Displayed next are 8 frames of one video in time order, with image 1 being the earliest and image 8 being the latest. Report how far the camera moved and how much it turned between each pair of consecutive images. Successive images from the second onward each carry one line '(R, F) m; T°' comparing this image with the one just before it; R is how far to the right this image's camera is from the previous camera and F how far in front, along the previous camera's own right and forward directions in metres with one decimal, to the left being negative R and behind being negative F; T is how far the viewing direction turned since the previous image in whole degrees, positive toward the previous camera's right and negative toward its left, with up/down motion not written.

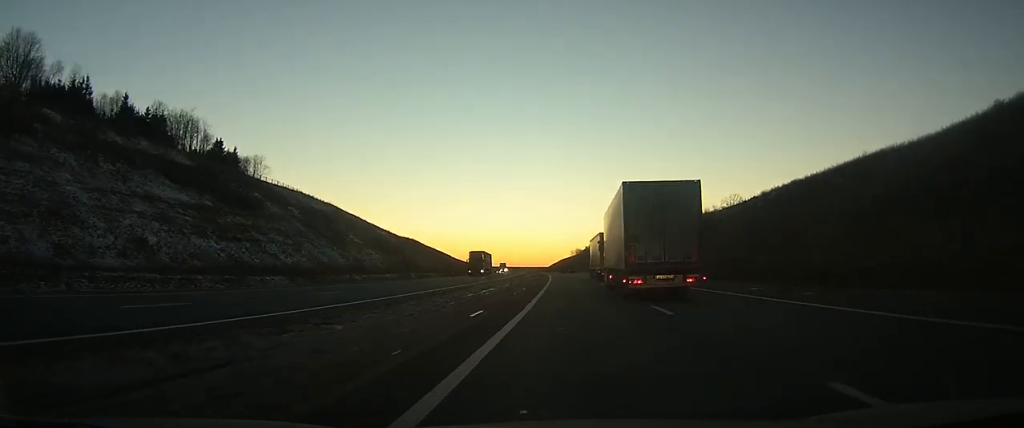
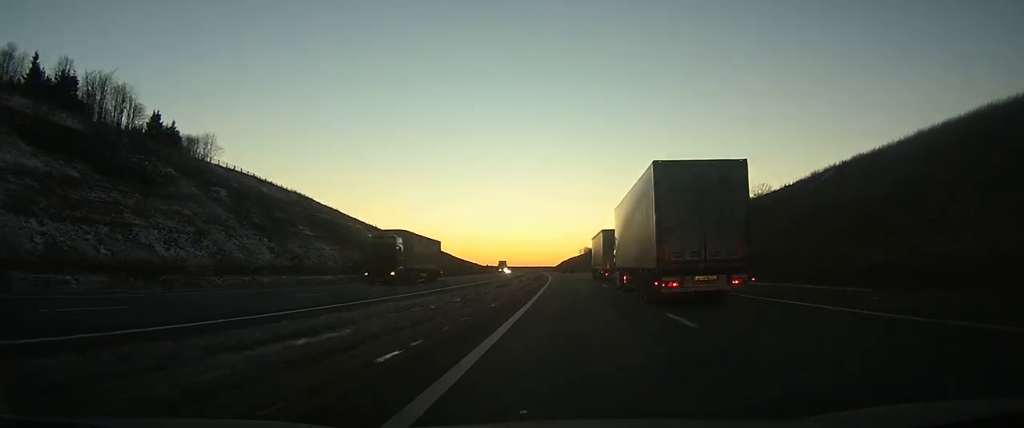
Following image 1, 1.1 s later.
(-0.1, +25.5) m; -1°
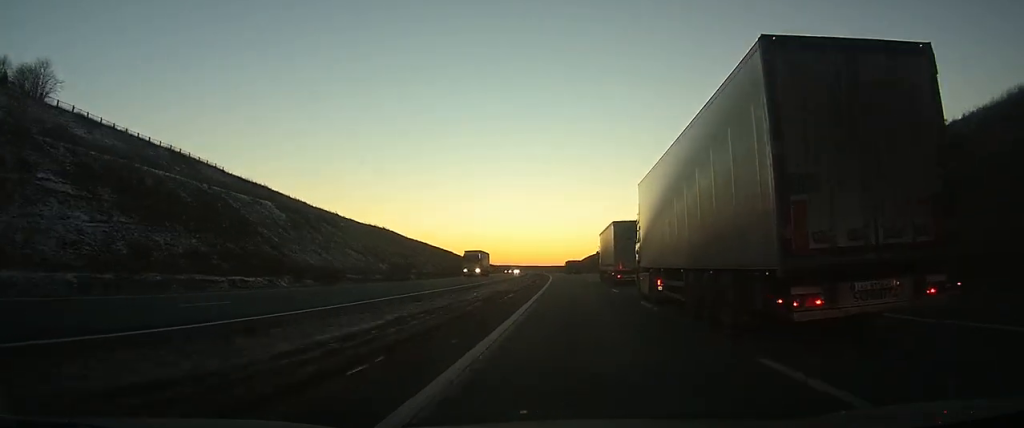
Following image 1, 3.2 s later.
(-0.7, +51.4) m; -2°
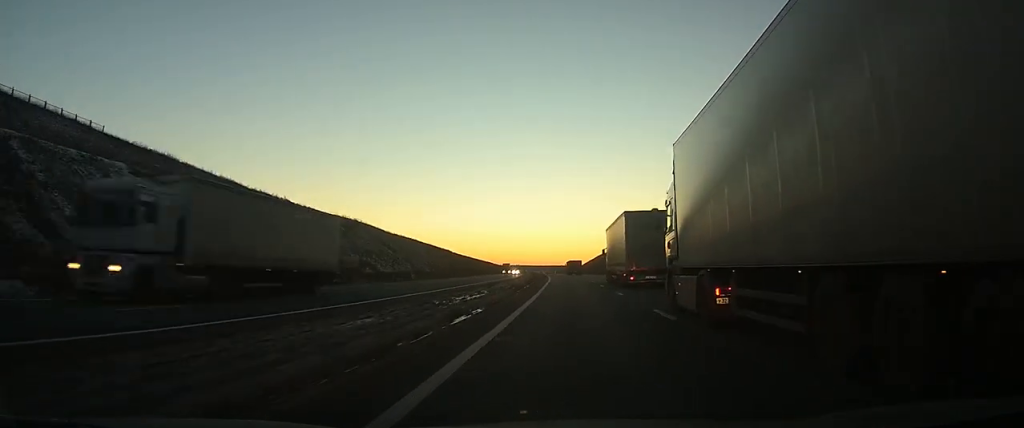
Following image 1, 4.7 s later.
(-0.5, +36.3) m; -1°
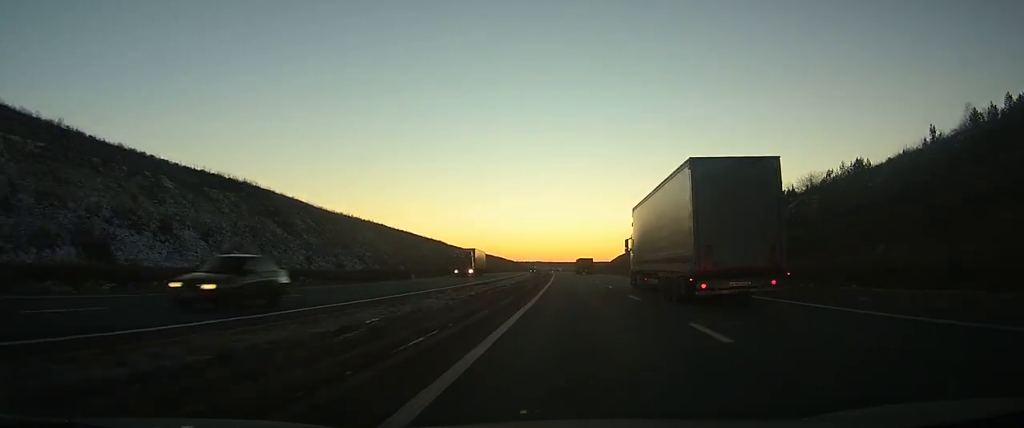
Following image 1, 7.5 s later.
(-1.2, +75.4) m; -2°
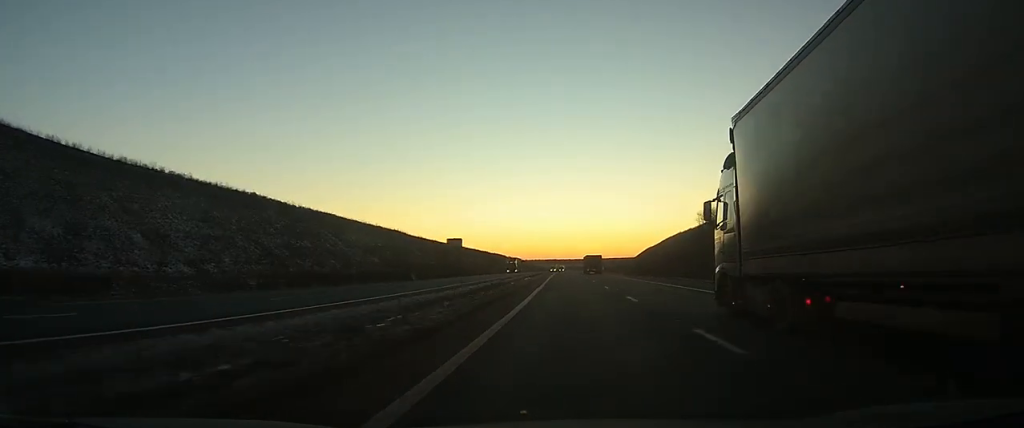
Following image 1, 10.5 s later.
(-1.4, +86.4) m; -1°
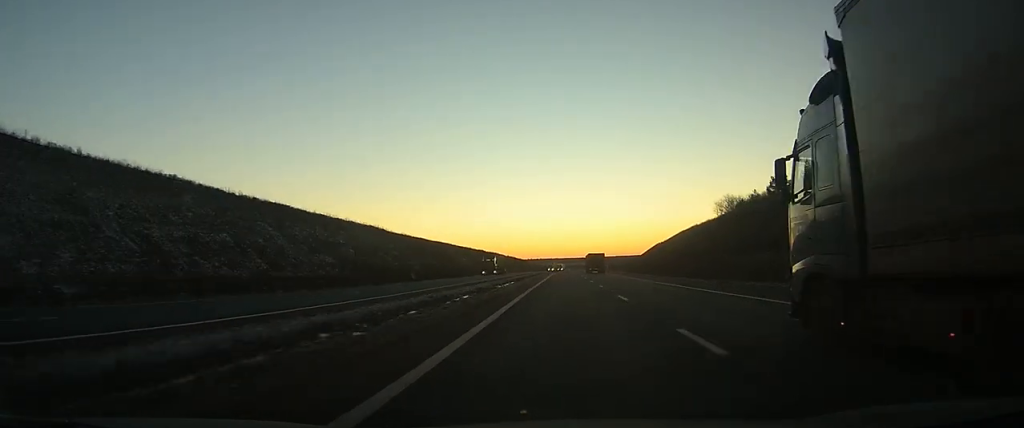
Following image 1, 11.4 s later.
(0.0, +23.9) m; 0°
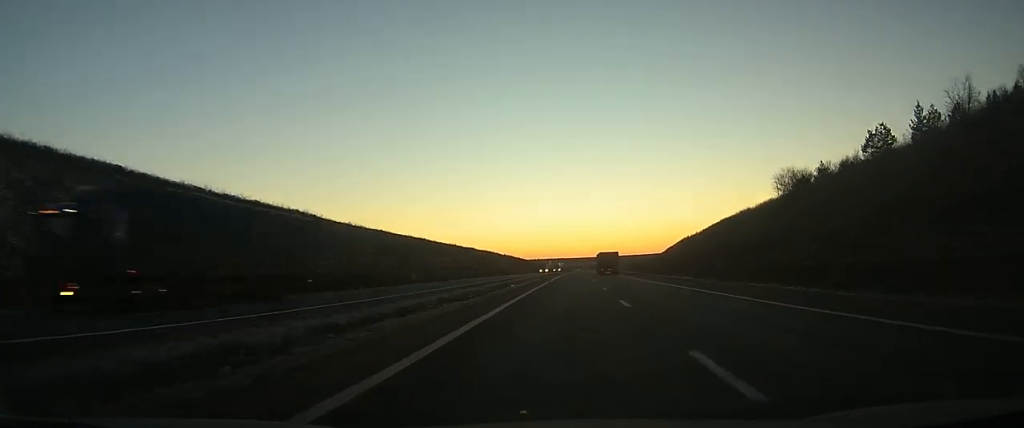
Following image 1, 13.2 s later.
(0.0, +48.5) m; 0°
